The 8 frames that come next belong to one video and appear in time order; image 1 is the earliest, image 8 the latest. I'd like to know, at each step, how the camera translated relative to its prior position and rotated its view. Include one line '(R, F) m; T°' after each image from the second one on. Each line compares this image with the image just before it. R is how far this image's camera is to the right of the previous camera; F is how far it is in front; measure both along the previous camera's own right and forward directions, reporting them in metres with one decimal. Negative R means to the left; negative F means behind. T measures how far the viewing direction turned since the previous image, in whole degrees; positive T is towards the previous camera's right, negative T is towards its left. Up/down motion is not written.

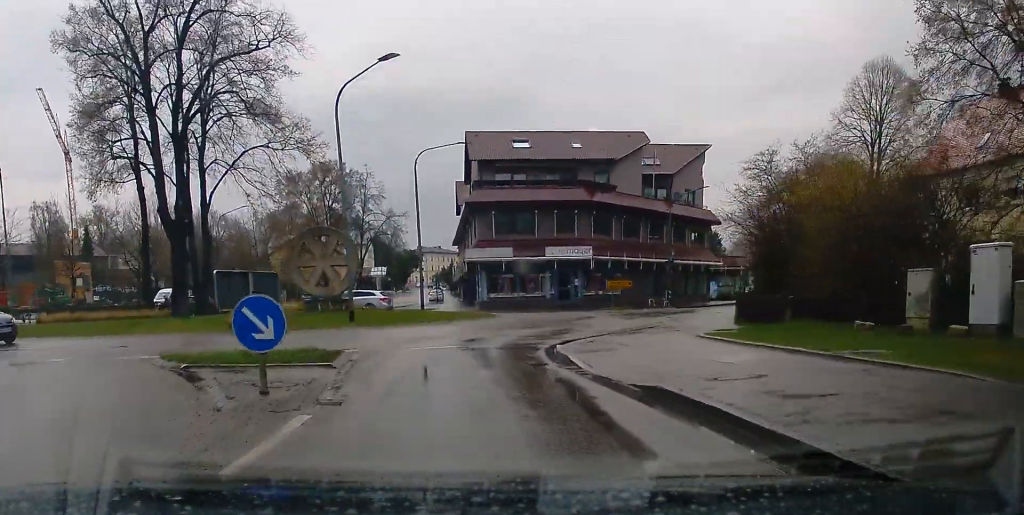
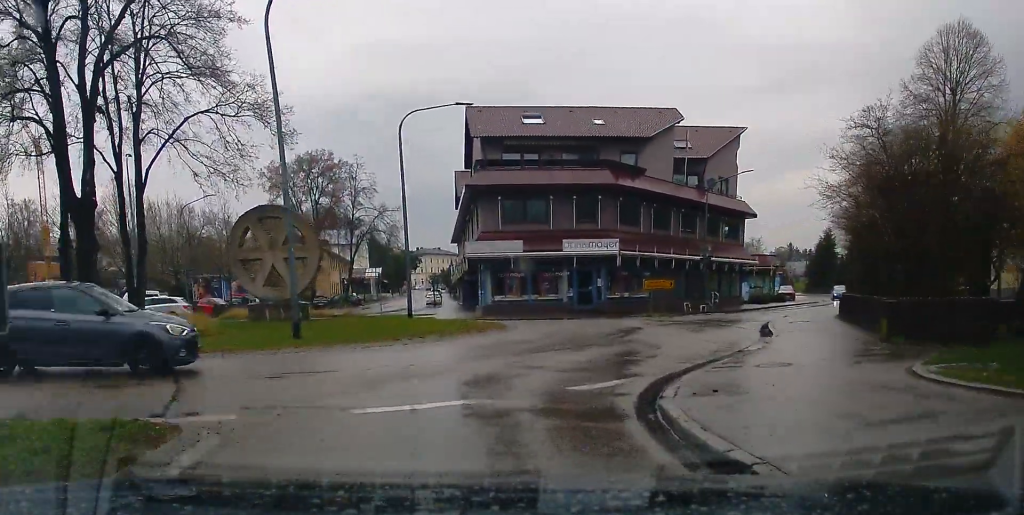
(-0.4, +11.0) m; +4°
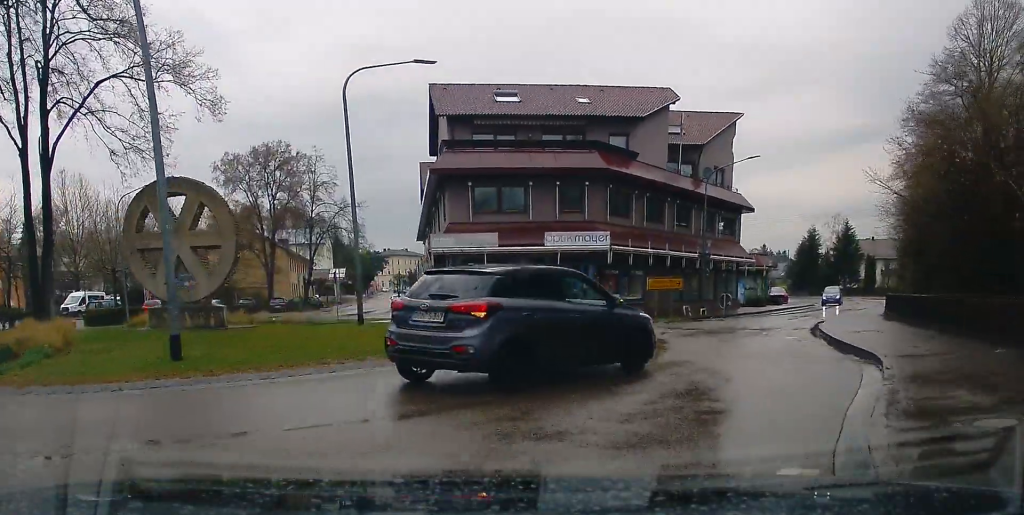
(+1.0, +9.3) m; +9°
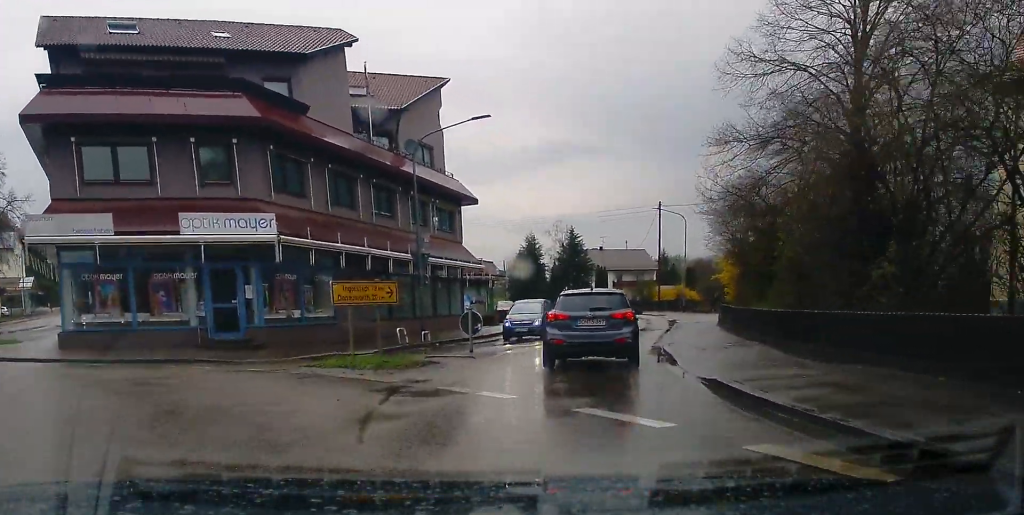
(+2.5, +17.2) m; +15°
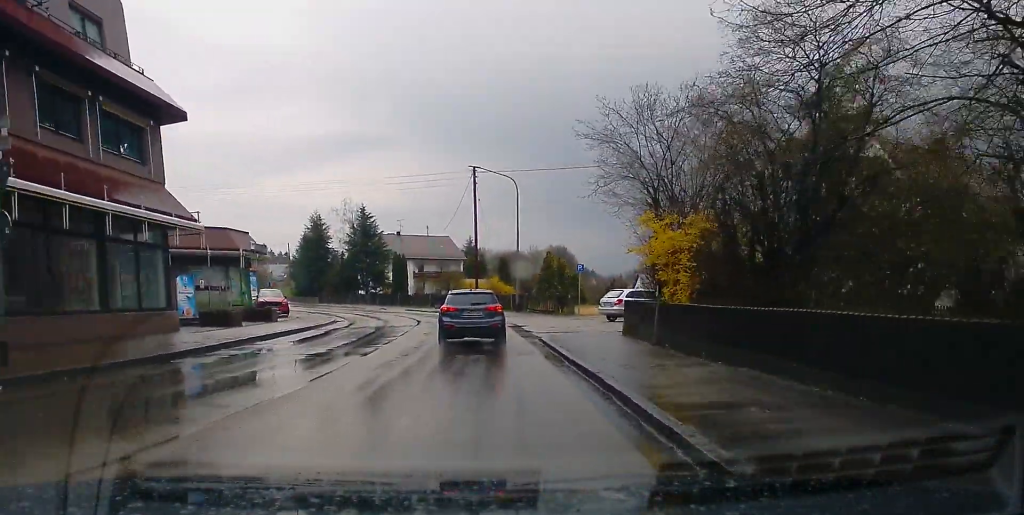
(+2.4, +20.2) m; +7°
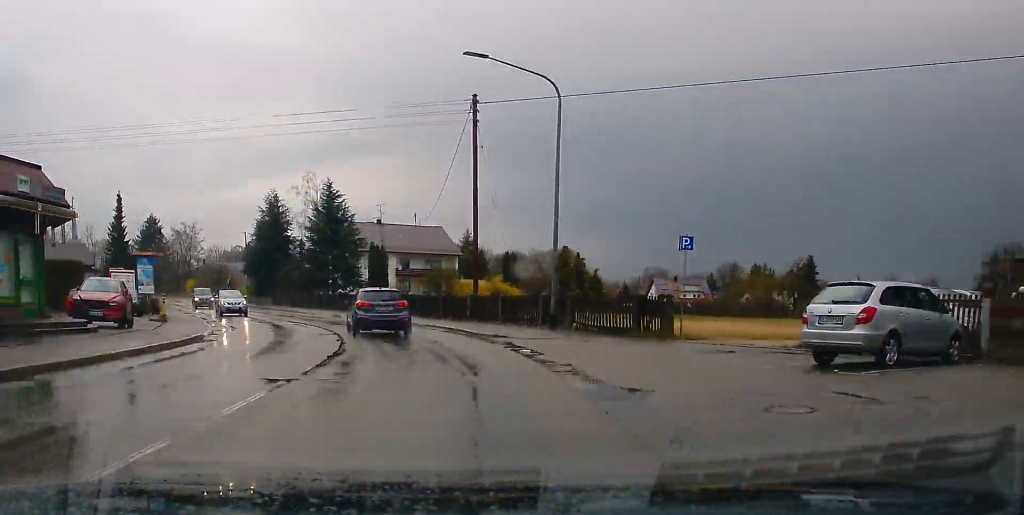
(-0.3, +23.4) m; -5°
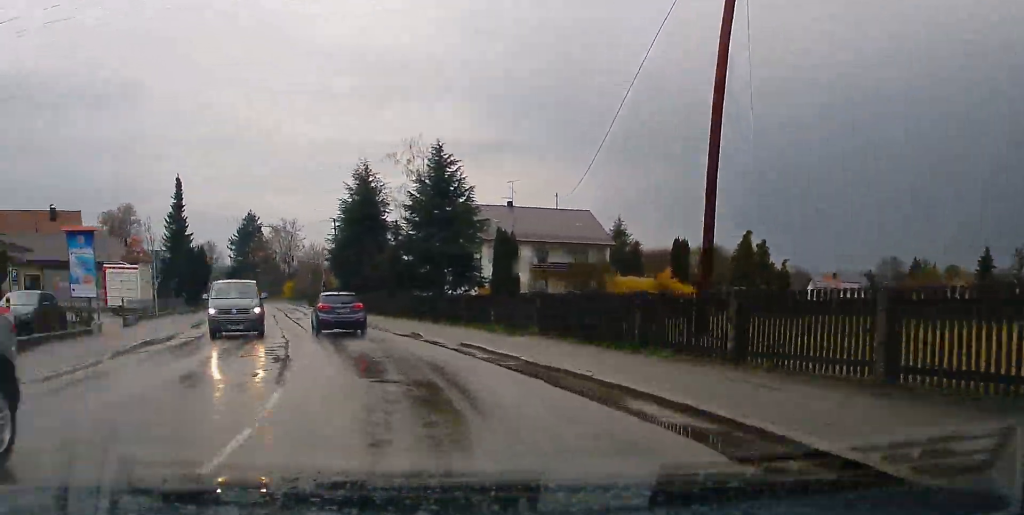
(-1.5, +22.6) m; -7°
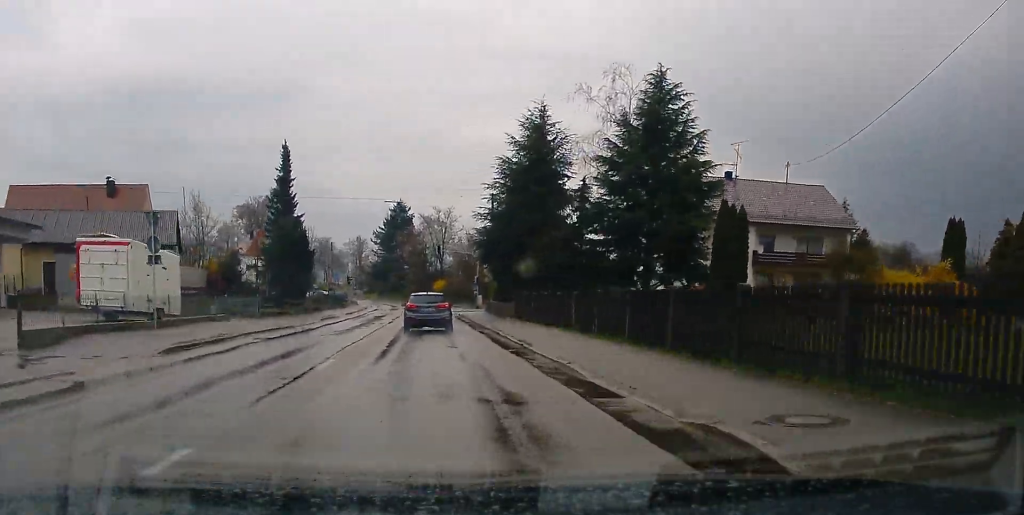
(-1.3, +19.4) m; -5°
